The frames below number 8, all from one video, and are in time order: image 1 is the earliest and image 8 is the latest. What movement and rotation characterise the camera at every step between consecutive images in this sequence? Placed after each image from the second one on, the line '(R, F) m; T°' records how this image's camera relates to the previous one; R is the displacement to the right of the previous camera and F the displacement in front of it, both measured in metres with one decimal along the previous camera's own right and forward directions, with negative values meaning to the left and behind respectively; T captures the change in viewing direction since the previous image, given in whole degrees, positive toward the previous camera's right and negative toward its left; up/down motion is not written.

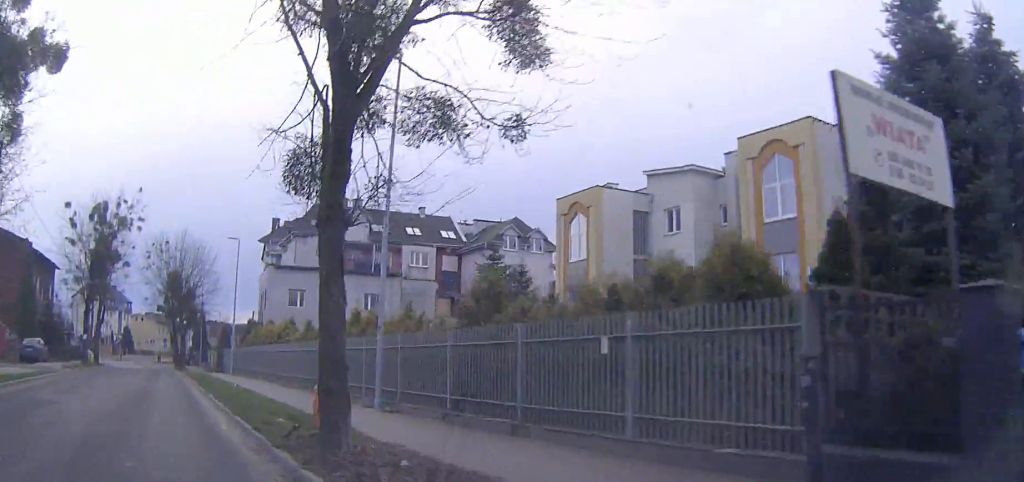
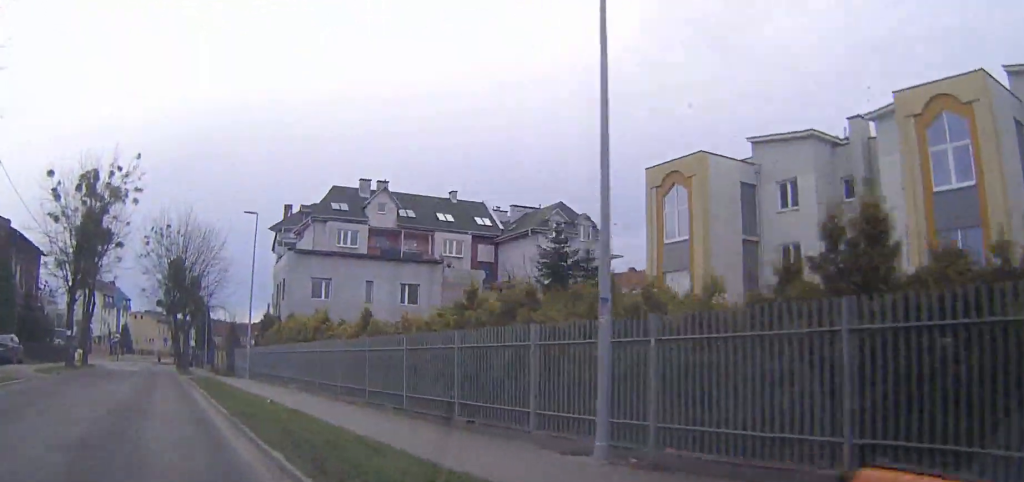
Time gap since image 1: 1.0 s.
(+0.1, +8.5) m; +1°
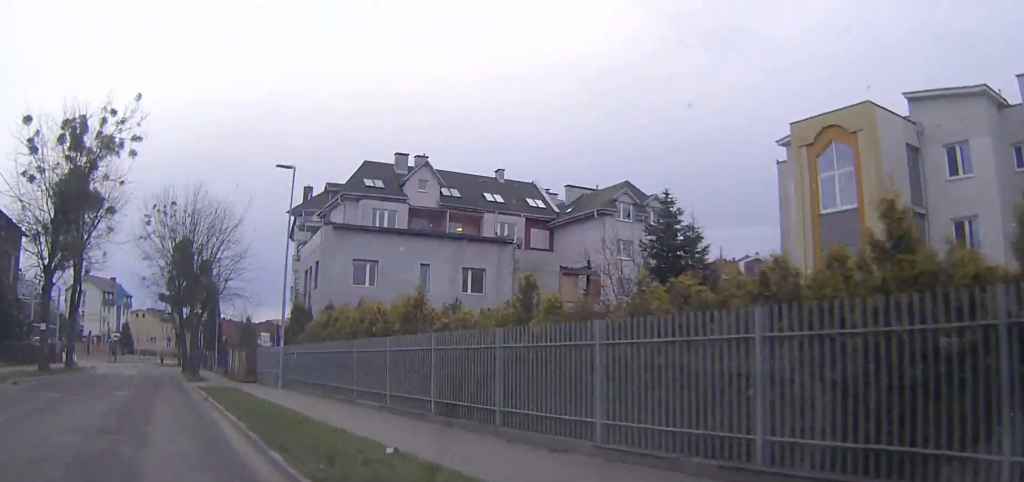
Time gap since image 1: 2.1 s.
(+0.1, +9.6) m; 0°
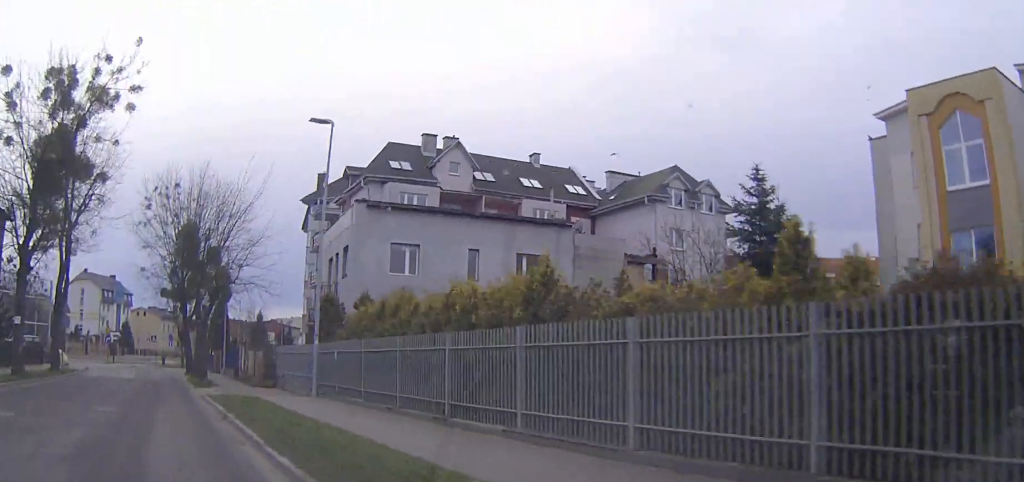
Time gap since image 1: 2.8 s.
(-0.1, +6.0) m; -1°
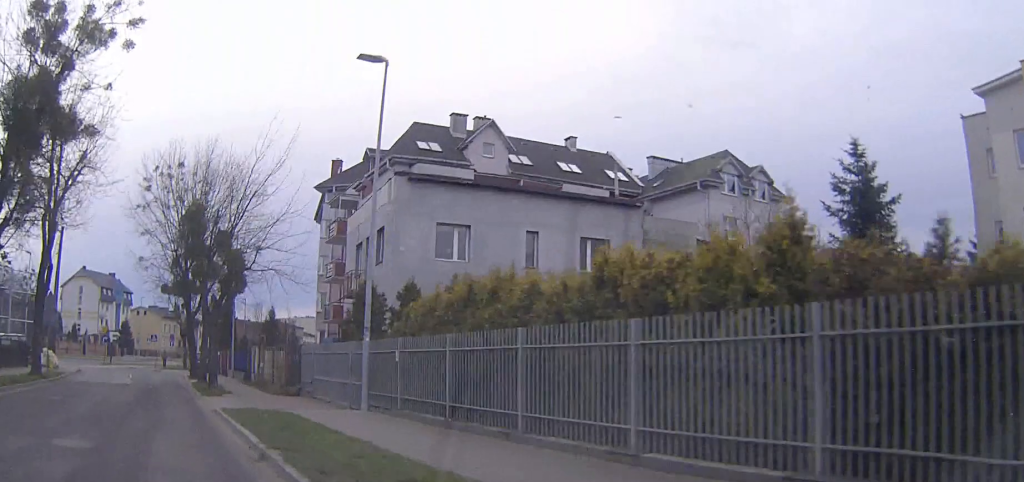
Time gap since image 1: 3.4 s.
(0.0, +5.3) m; 0°
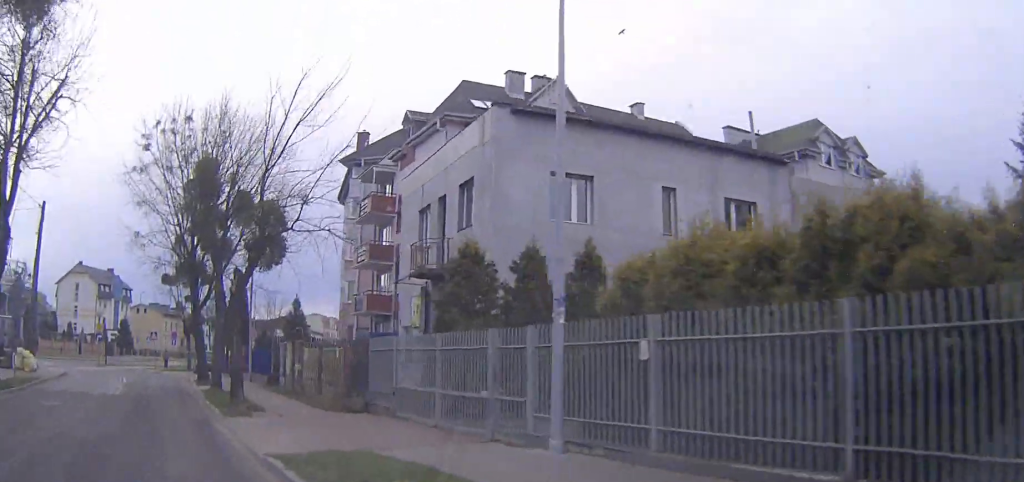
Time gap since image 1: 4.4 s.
(0.0, +8.3) m; 0°
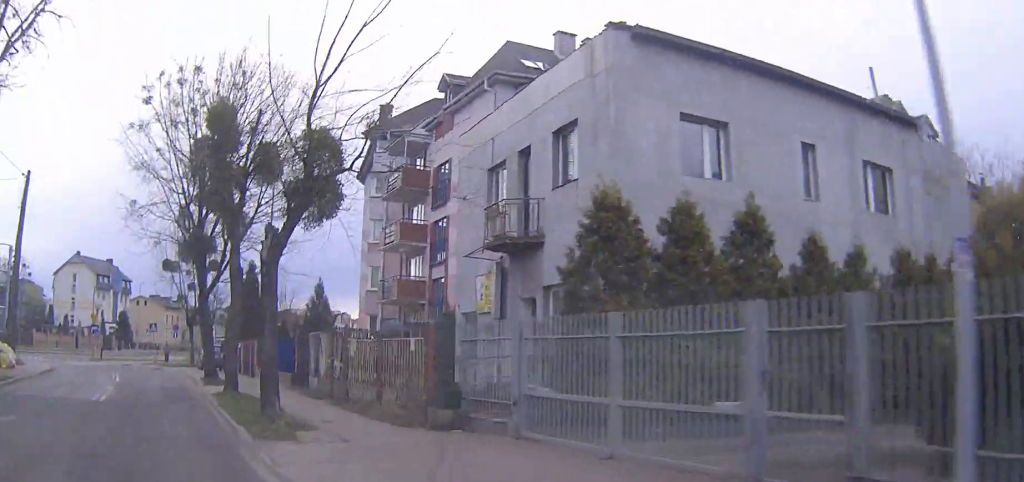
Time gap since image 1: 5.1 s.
(0.0, +5.5) m; 0°
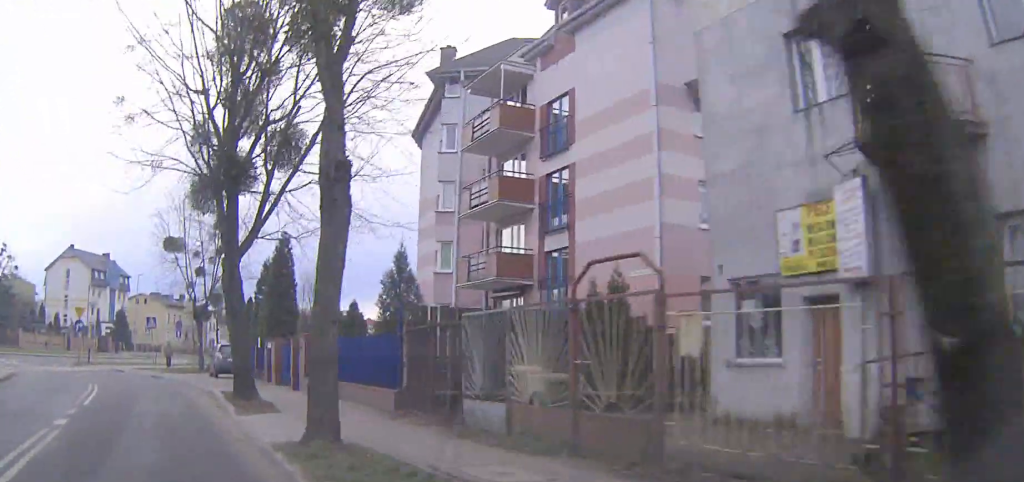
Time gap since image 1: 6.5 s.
(0.0, +11.4) m; 0°
